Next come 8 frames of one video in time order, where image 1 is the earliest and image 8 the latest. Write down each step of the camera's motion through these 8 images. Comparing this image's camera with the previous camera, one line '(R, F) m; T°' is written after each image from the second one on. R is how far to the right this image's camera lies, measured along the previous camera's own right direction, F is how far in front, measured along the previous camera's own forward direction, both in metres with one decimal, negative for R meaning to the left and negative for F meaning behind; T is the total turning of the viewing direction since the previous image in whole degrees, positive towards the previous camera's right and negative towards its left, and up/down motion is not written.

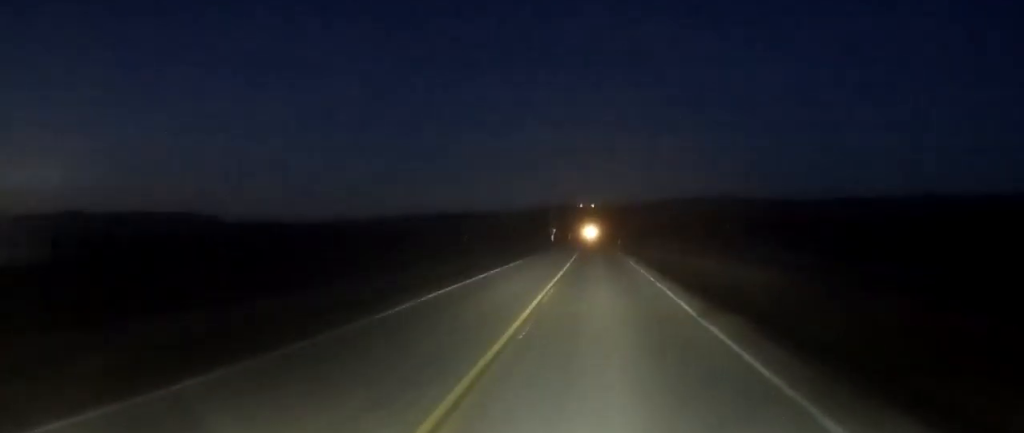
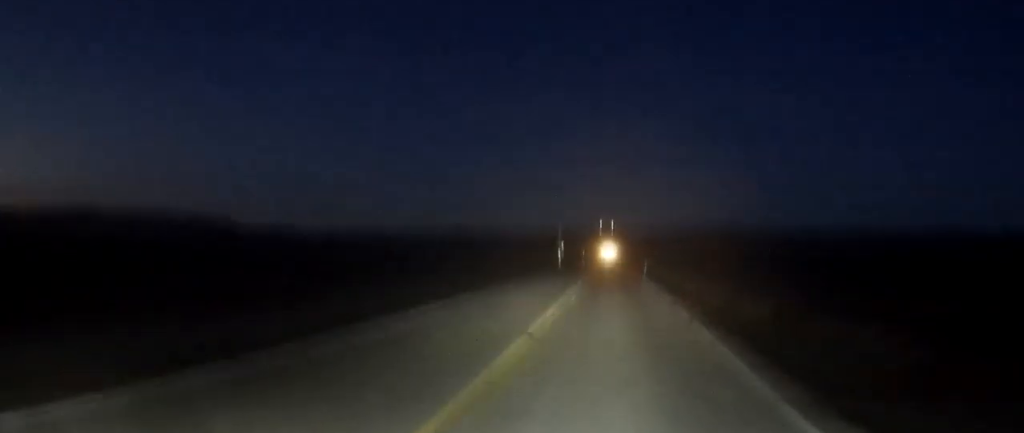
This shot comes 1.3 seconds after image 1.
(-0.2, +24.8) m; 0°
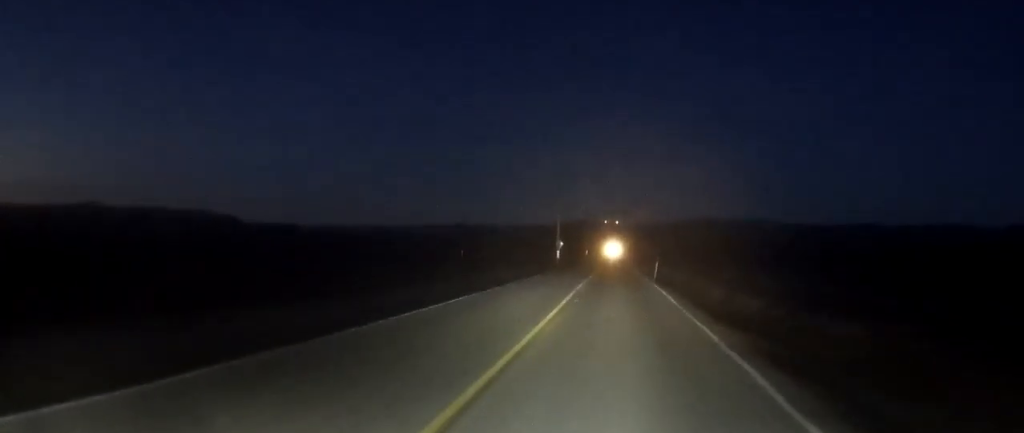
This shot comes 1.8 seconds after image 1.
(+0.1, +10.5) m; 0°
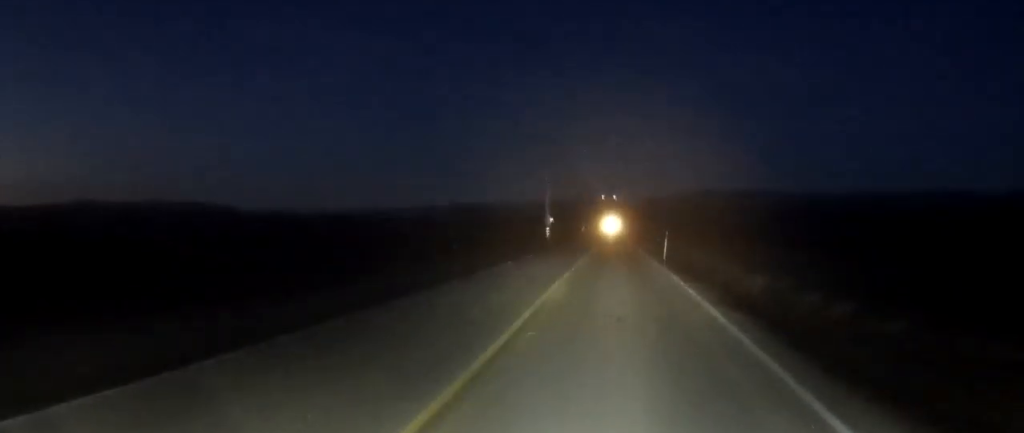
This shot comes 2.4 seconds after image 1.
(+0.1, +11.2) m; 0°
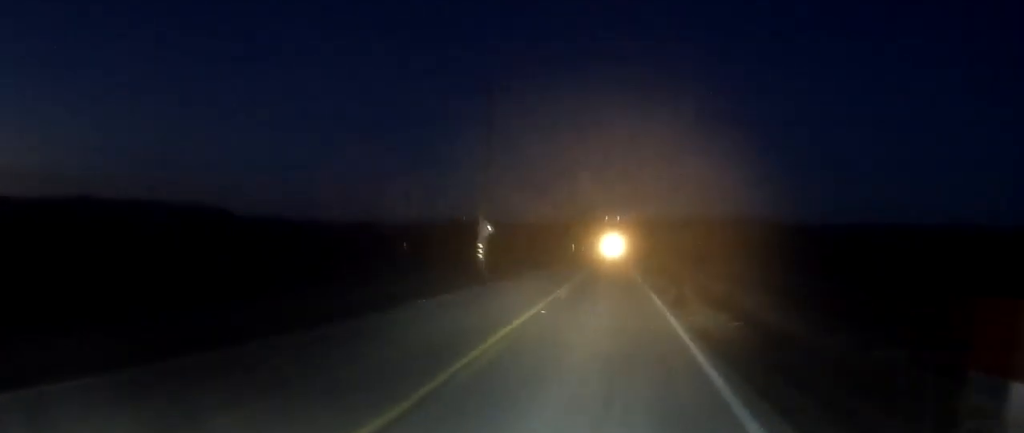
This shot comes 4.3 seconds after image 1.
(+0.2, +36.3) m; +2°
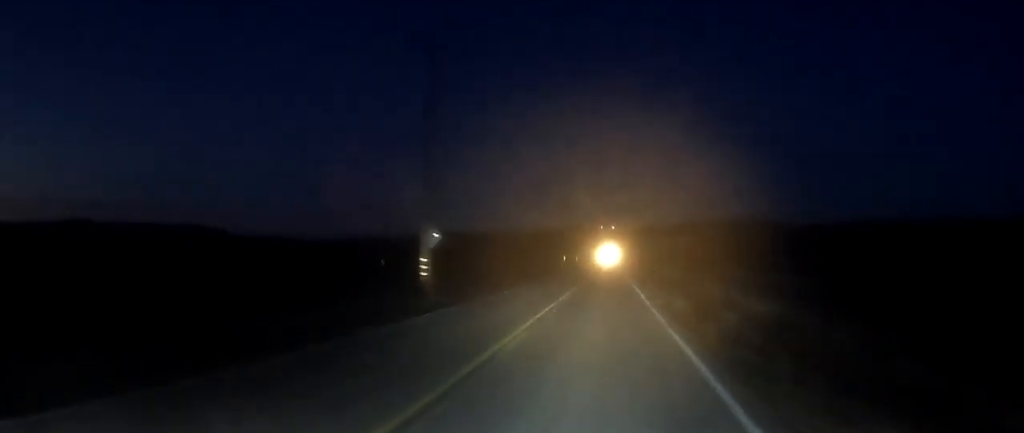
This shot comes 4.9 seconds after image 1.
(+0.1, +10.8) m; 0°
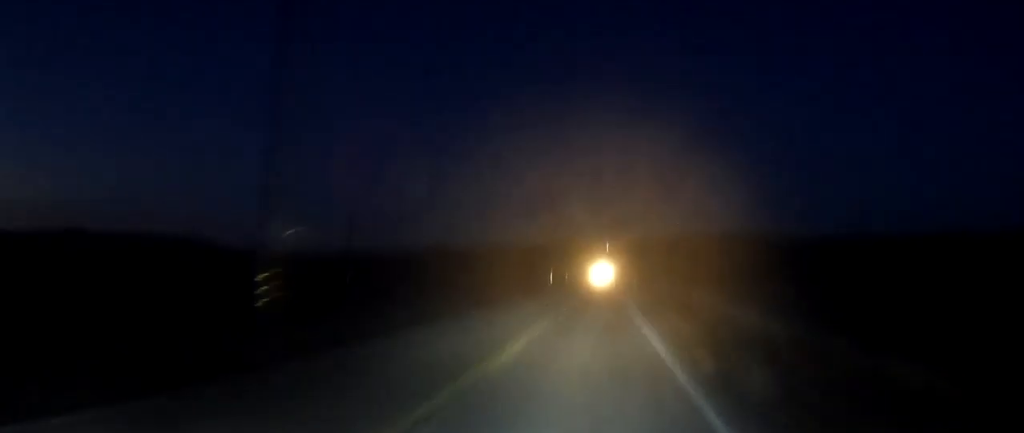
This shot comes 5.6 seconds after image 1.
(+0.1, +13.4) m; 0°
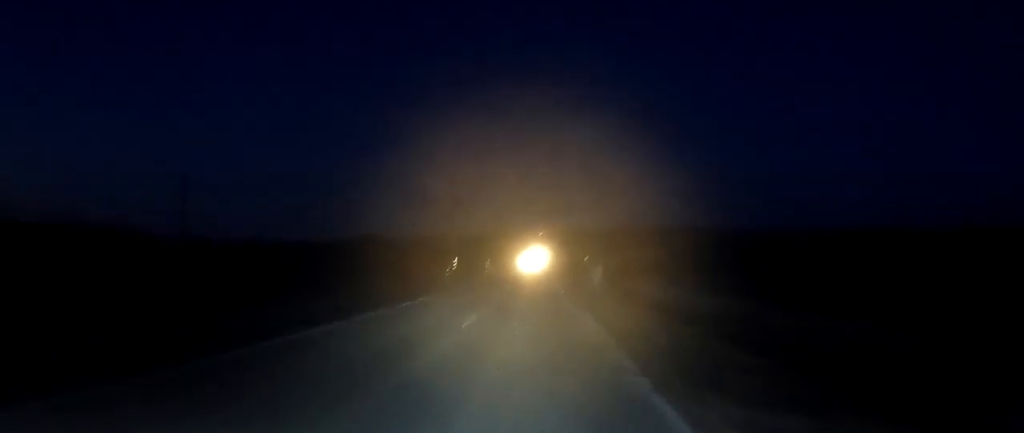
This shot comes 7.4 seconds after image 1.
(-1.0, +34.2) m; -2°
